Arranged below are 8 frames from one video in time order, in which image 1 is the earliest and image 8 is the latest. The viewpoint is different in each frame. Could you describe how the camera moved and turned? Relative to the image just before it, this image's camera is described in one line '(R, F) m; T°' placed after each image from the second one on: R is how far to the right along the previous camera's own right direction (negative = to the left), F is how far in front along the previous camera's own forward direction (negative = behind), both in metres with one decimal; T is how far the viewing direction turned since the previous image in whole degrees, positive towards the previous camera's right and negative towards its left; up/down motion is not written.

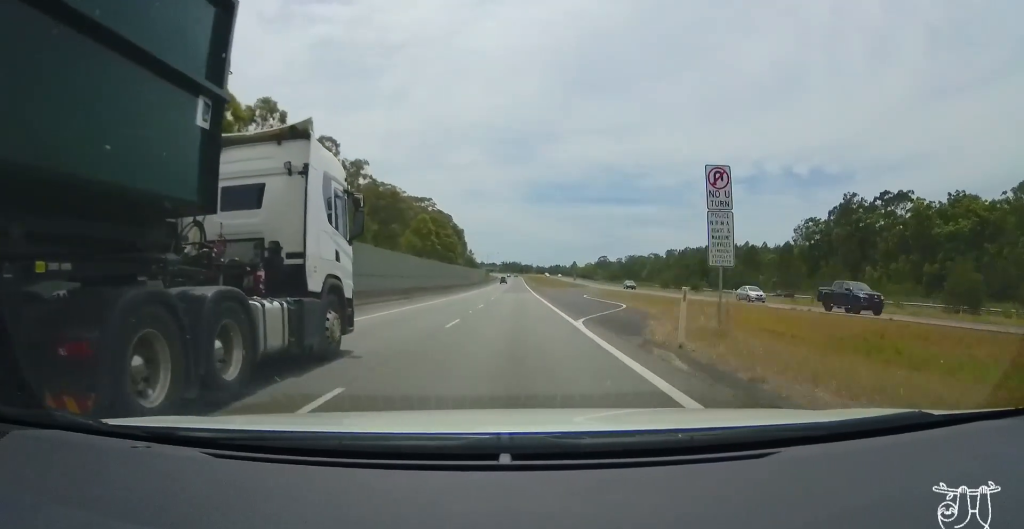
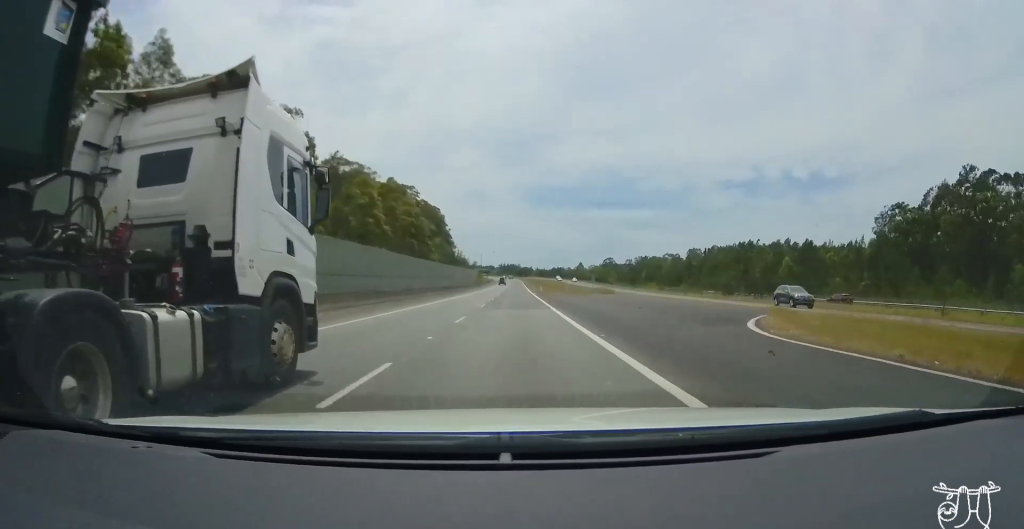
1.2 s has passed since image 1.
(-0.2, +34.4) m; 0°
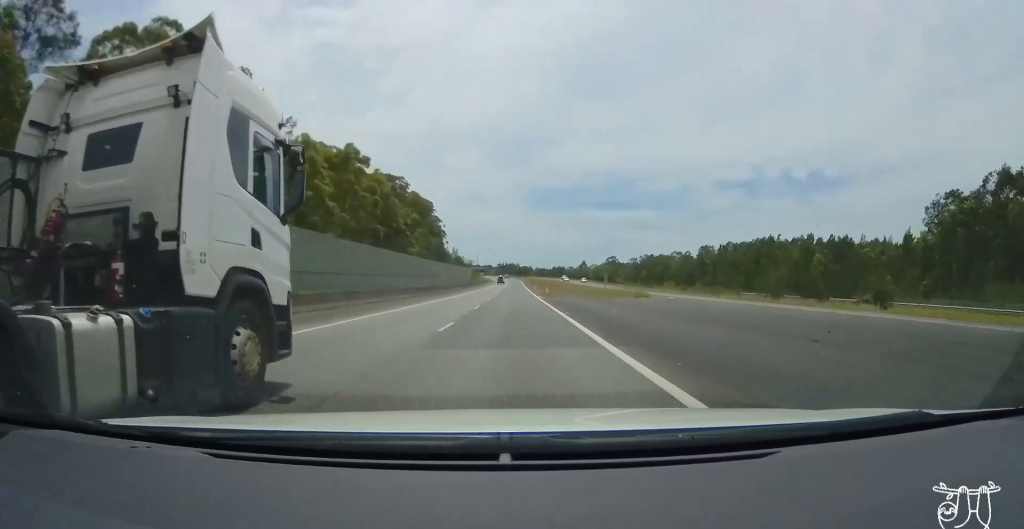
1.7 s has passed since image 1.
(+0.1, +15.4) m; 0°
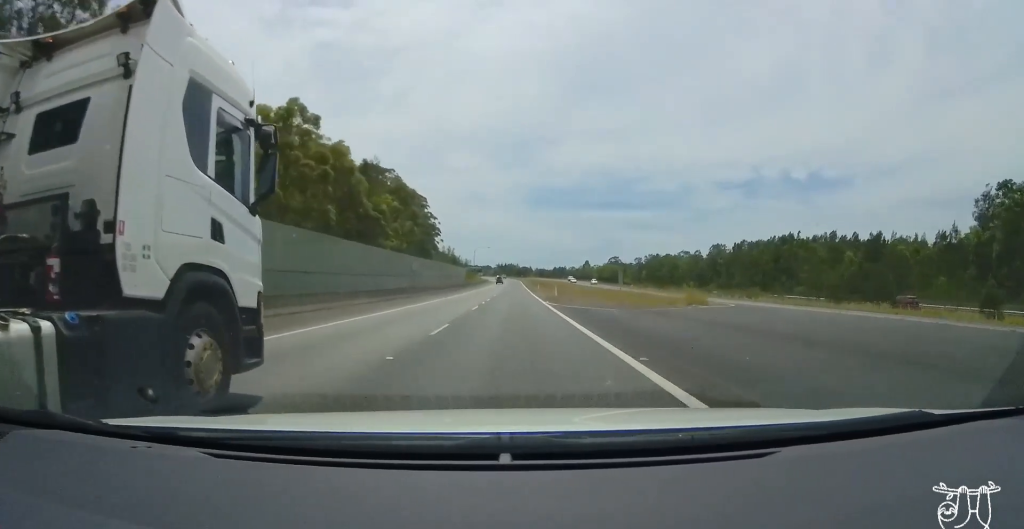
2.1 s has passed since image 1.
(+0.1, +13.1) m; 0°
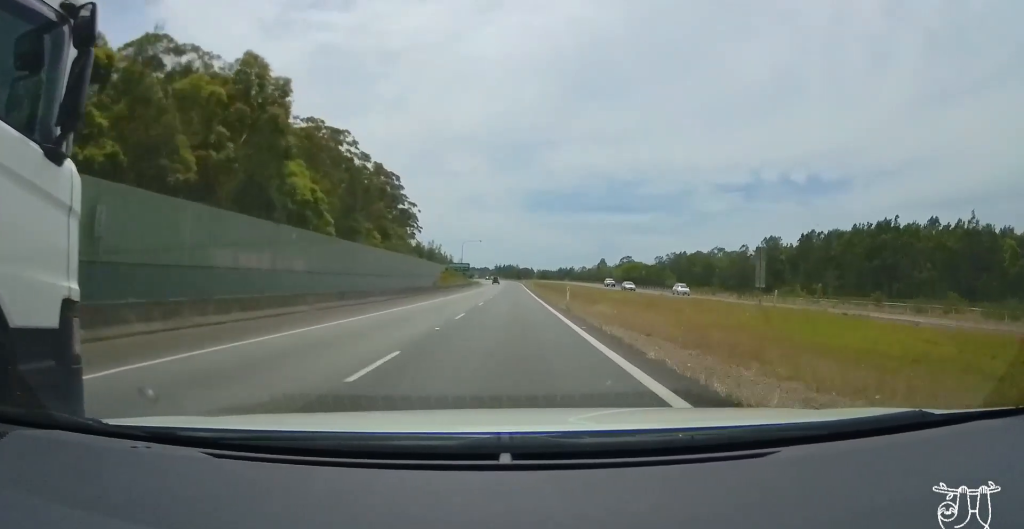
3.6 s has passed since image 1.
(-0.6, +44.0) m; -1°
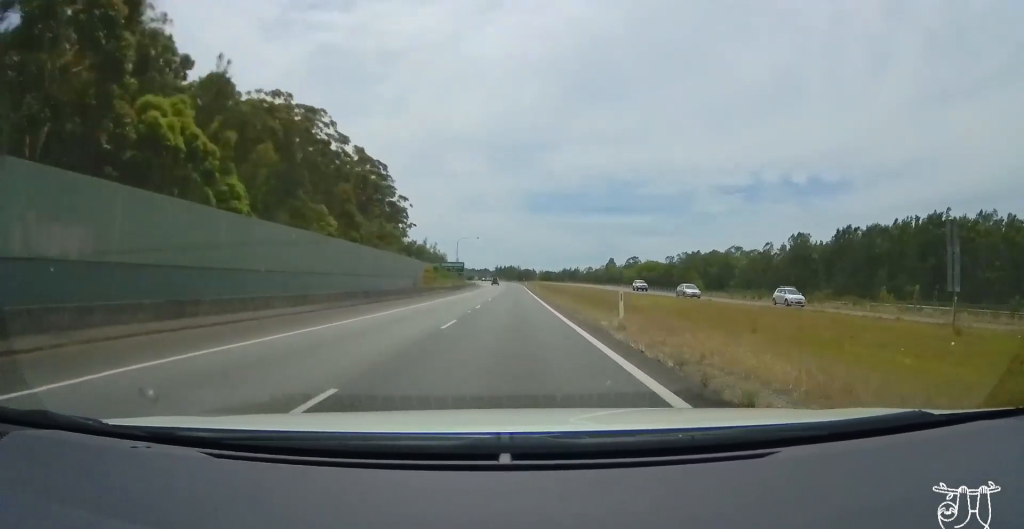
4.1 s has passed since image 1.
(-0.1, +15.5) m; 0°
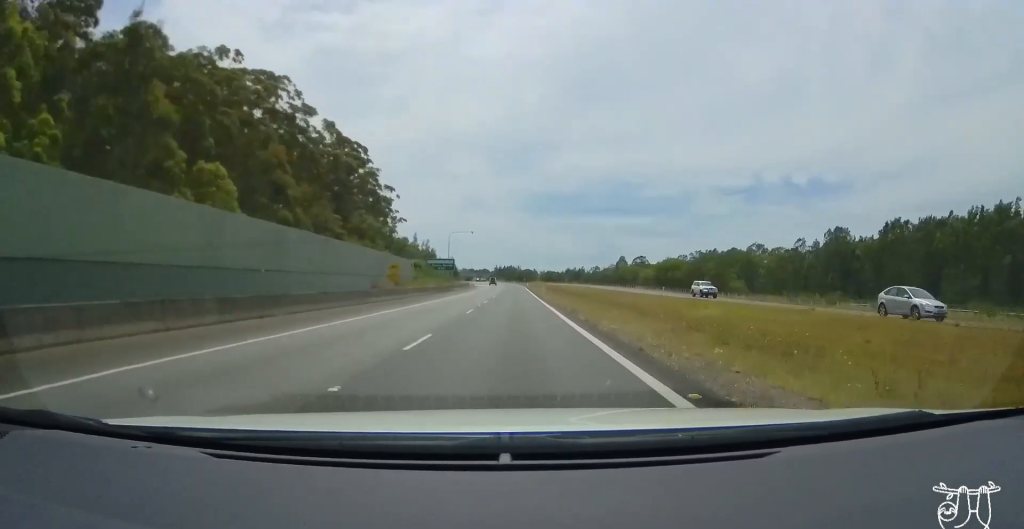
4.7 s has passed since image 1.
(+0.2, +17.7) m; +1°
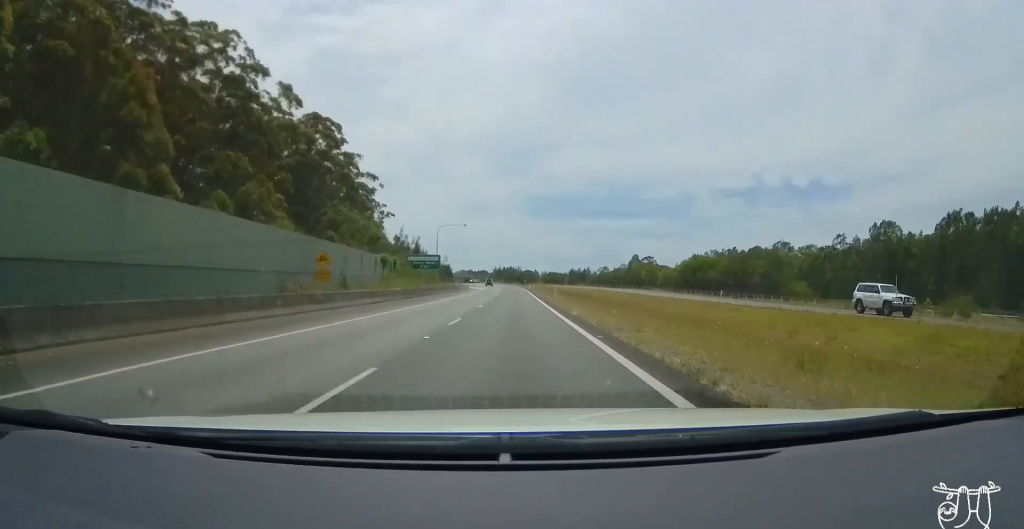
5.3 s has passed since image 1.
(+0.1, +17.7) m; +1°
